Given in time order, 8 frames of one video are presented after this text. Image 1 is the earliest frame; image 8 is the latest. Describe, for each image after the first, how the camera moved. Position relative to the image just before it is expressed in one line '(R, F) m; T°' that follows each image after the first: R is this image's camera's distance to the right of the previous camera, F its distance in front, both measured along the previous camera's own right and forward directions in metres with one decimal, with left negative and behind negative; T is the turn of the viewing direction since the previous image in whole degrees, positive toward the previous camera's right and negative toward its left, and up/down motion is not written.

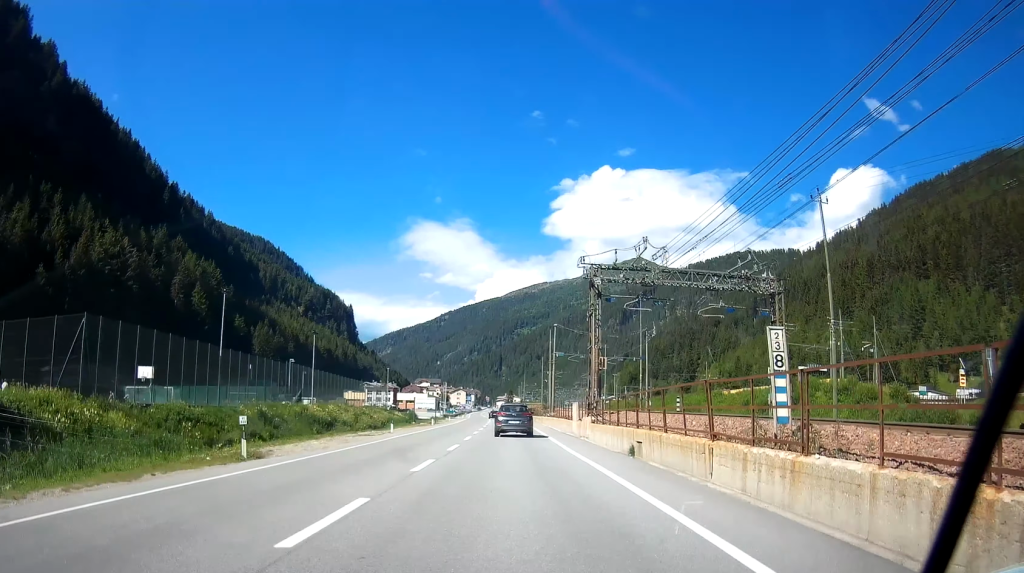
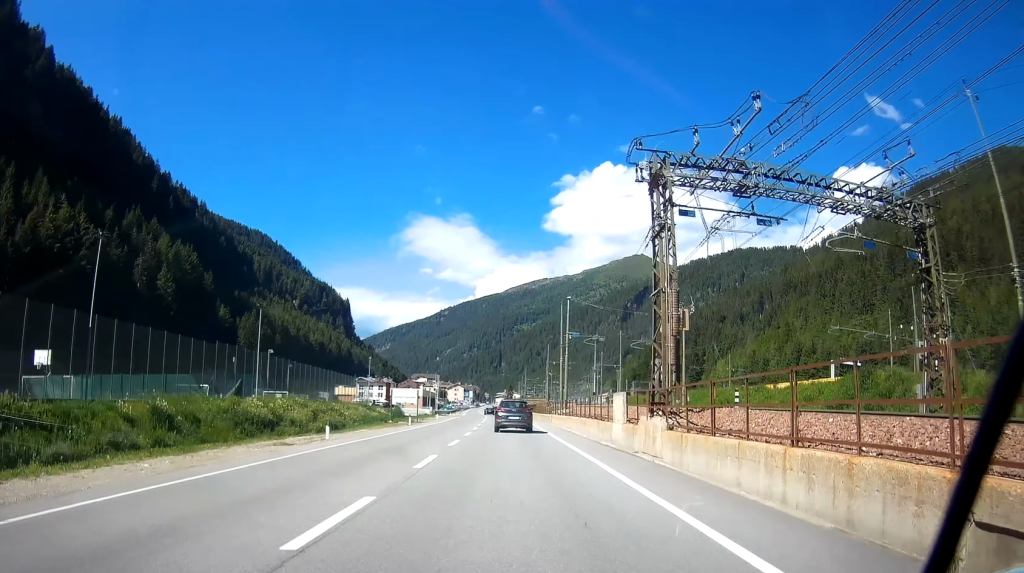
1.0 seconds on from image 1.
(0.0, +15.7) m; -1°
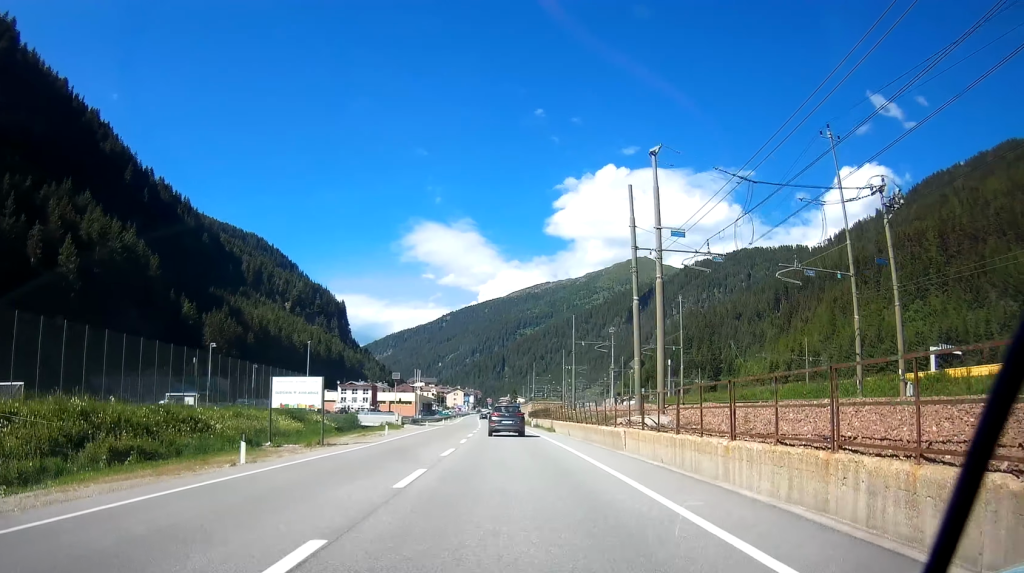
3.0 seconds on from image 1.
(-0.1, +34.2) m; 0°
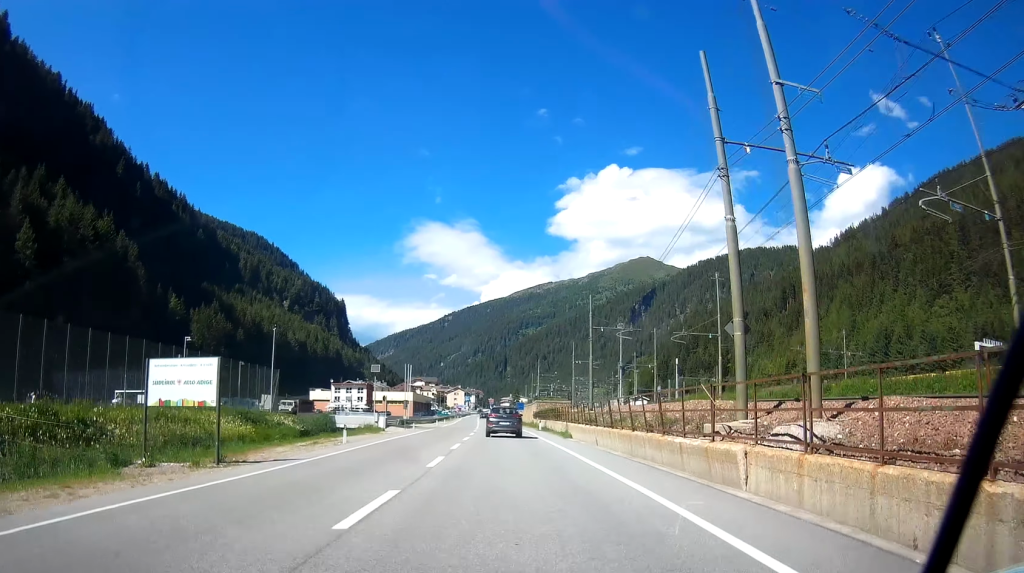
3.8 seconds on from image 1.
(-0.1, +11.6) m; -1°
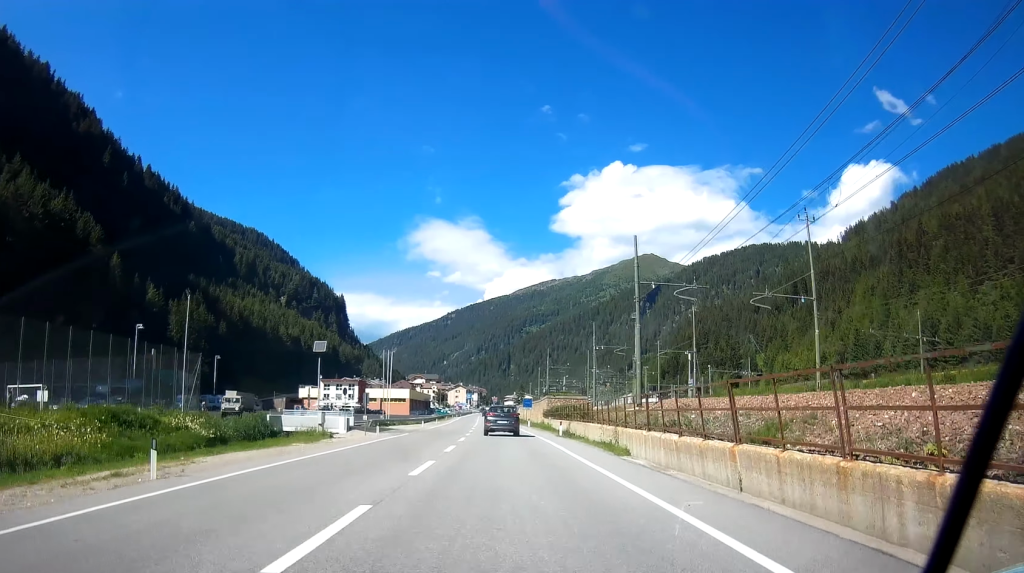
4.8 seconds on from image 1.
(-0.2, +17.7) m; 0°
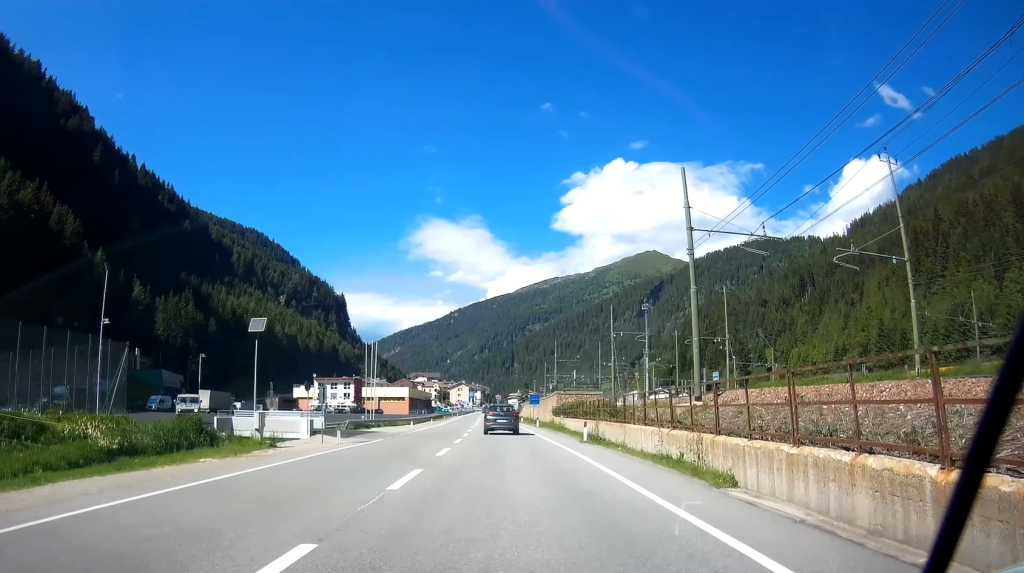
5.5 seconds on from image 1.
(+0.1, +10.2) m; 0°
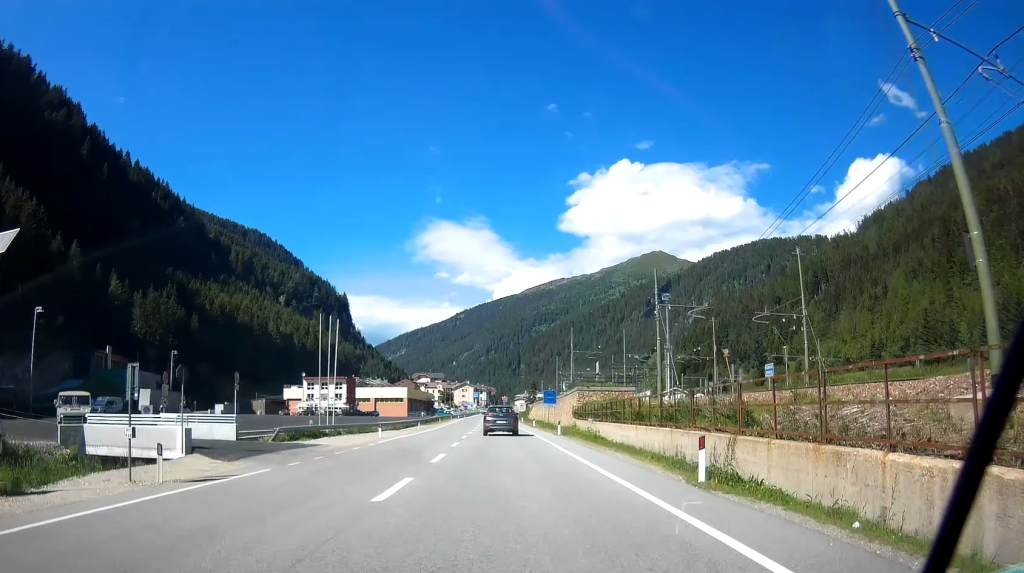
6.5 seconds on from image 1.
(+0.1, +16.4) m; 0°
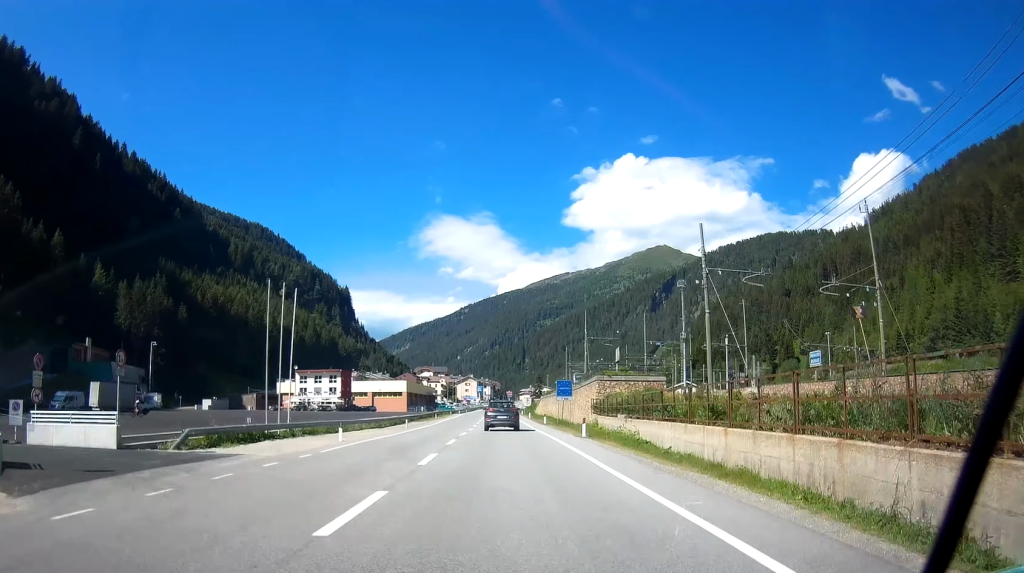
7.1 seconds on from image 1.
(0.0, +10.3) m; -1°
